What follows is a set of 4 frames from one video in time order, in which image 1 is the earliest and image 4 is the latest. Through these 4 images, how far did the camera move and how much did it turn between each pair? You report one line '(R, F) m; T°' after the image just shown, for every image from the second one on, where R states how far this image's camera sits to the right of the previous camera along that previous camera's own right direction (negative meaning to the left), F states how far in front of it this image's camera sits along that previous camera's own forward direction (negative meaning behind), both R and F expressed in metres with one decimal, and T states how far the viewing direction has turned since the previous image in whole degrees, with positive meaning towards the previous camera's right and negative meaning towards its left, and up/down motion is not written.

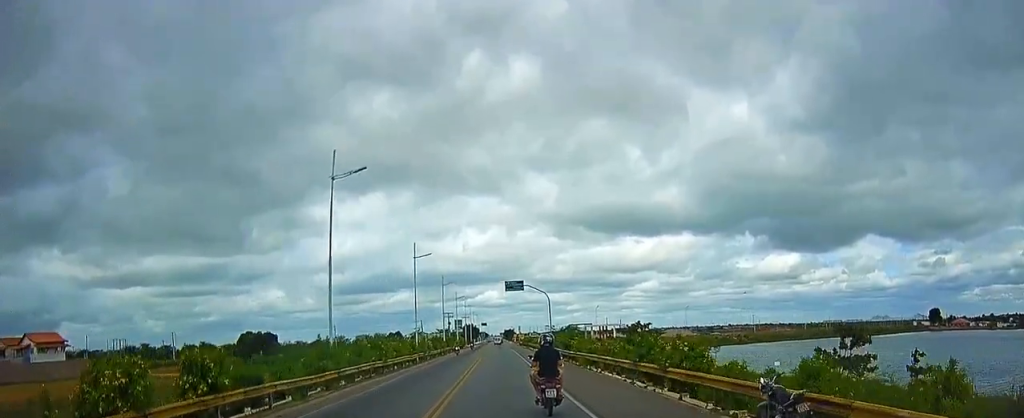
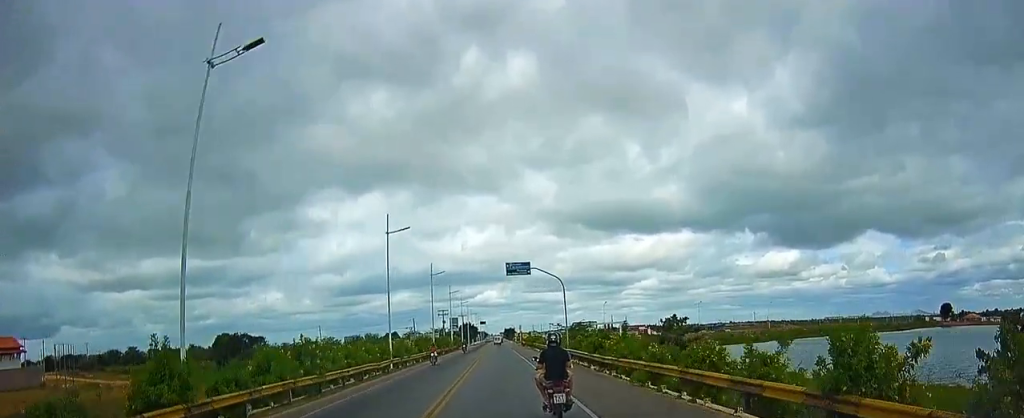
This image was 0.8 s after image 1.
(+0.5, +14.3) m; 0°
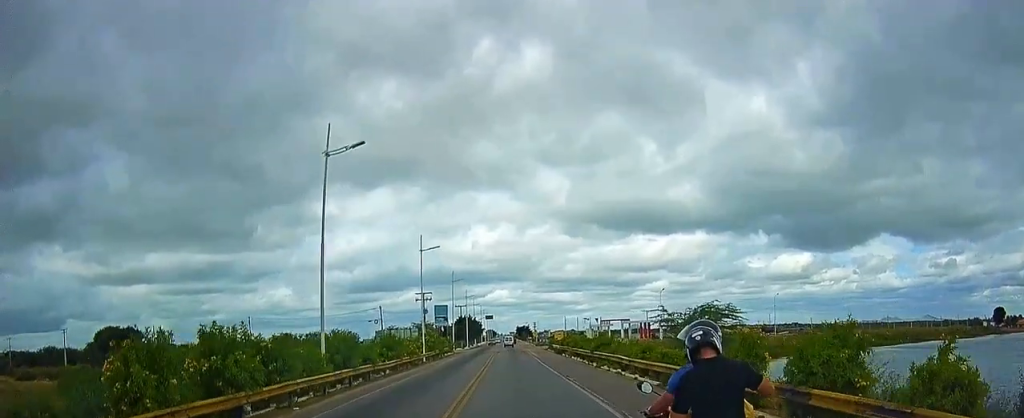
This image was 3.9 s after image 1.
(-0.8, +51.4) m; -1°
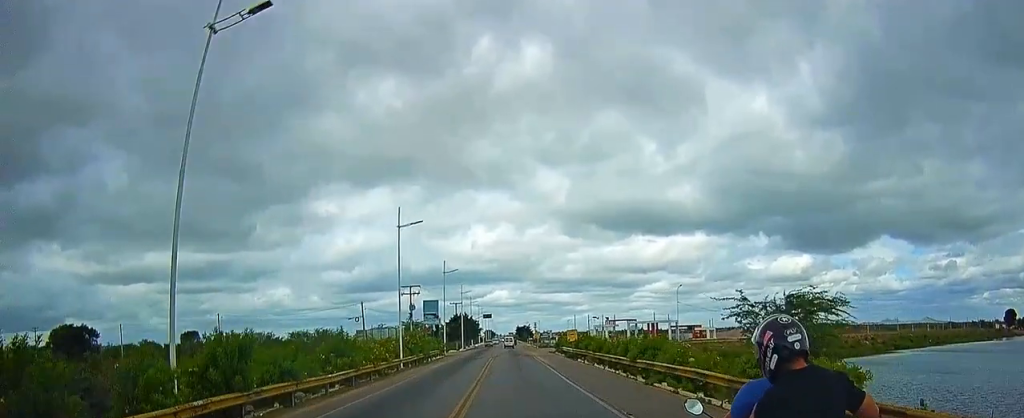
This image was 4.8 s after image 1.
(0.0, +13.8) m; 0°
